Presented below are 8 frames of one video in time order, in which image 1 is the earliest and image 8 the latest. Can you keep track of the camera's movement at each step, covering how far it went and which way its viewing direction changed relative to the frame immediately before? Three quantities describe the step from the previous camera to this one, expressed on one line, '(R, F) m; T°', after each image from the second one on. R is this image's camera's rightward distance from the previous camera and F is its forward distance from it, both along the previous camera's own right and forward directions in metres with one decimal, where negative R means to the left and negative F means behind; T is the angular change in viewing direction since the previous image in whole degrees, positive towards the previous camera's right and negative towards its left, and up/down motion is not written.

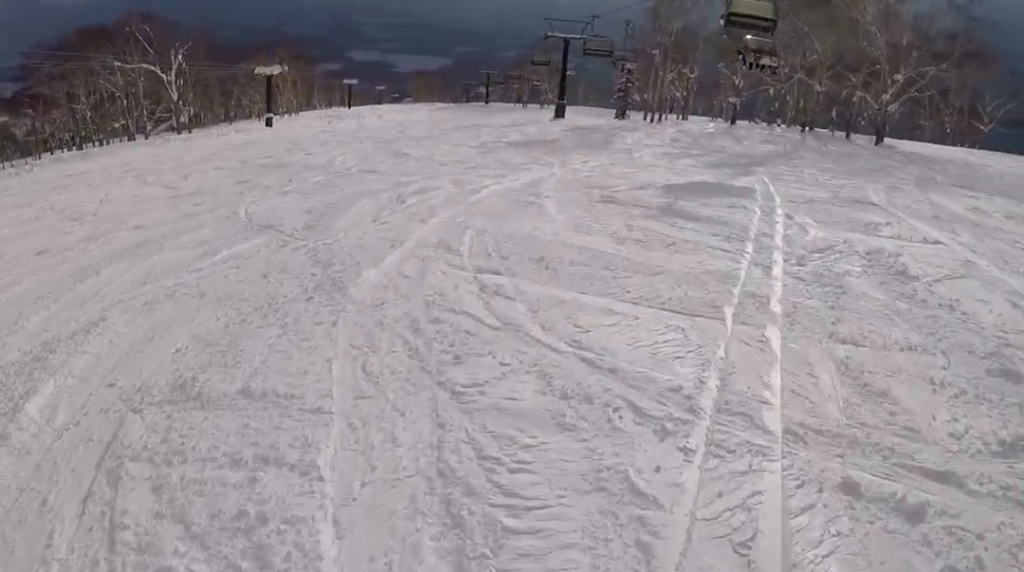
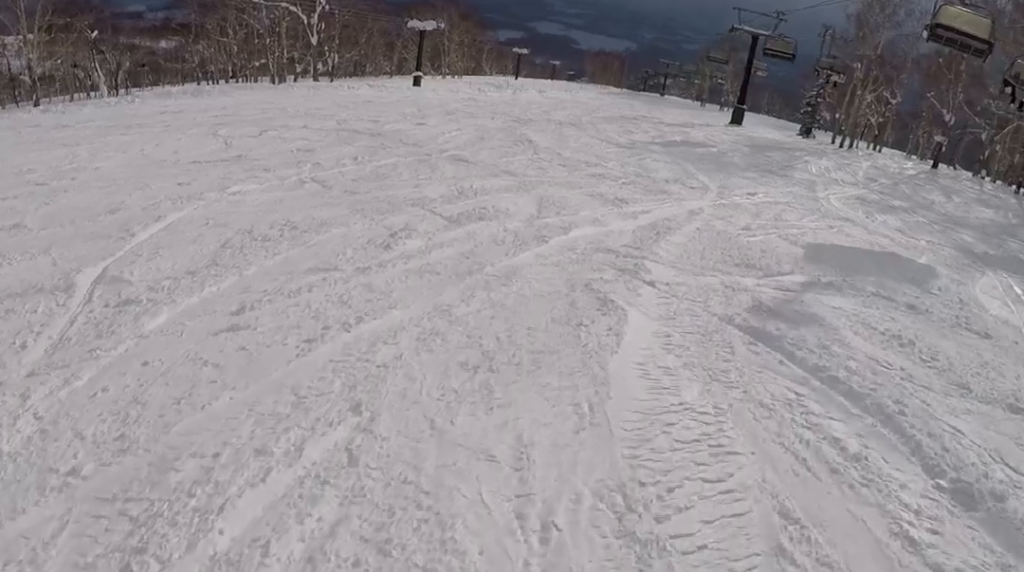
(-0.4, +6.6) m; -5°
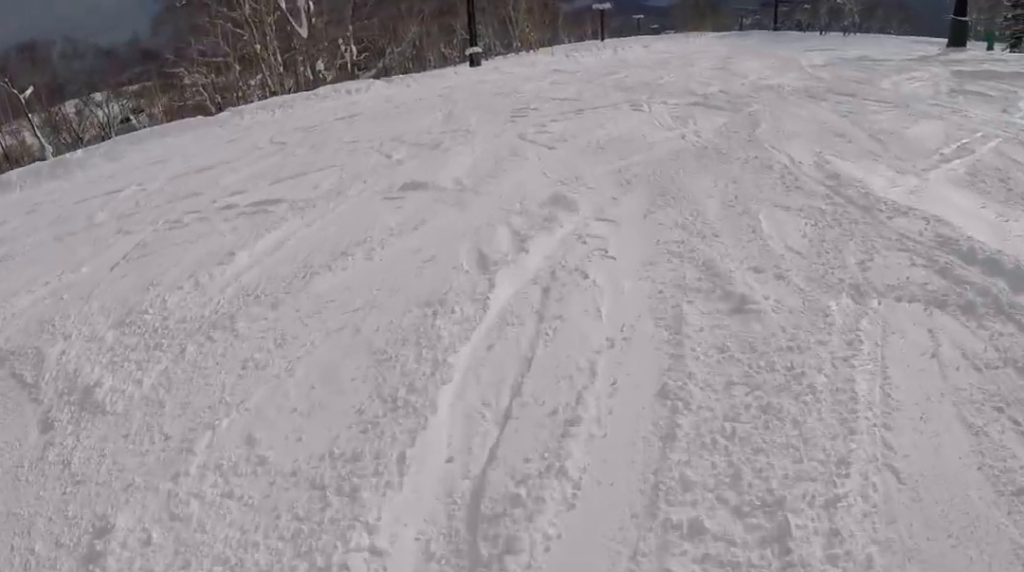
(-2.4, +21.6) m; -5°
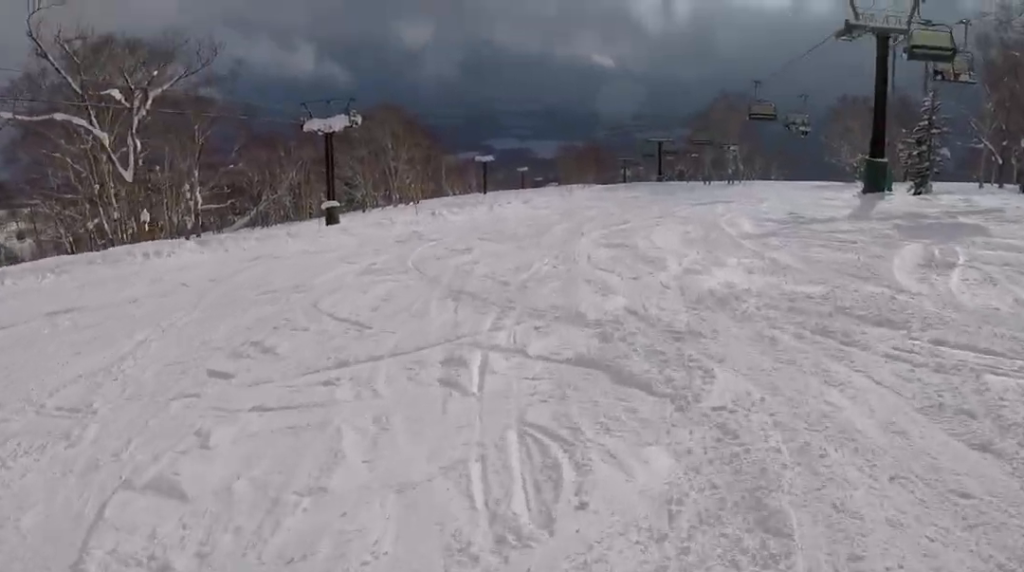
(+0.2, +7.3) m; +9°
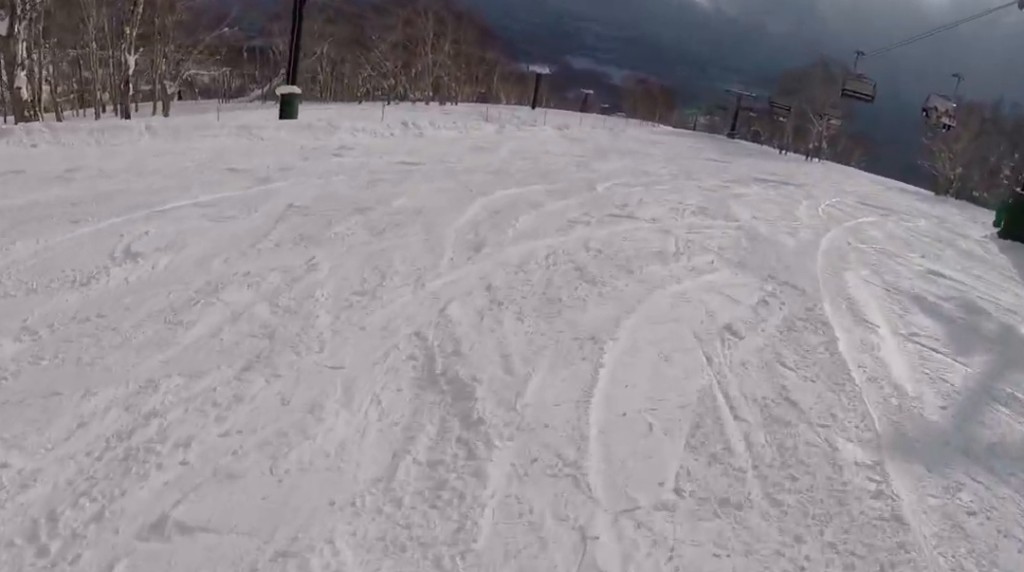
(+1.4, +10.4) m; +3°
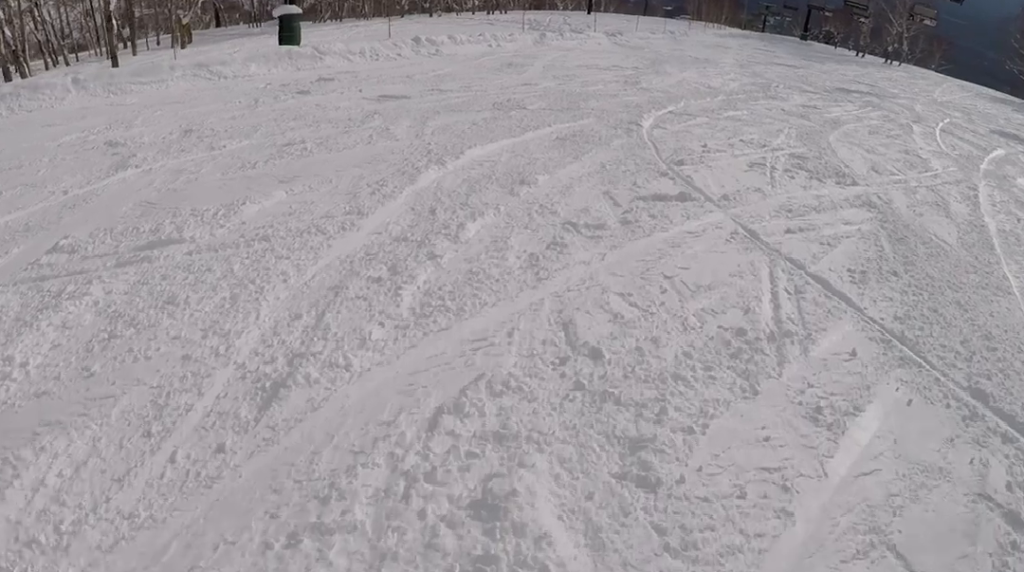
(+0.2, +4.7) m; -5°
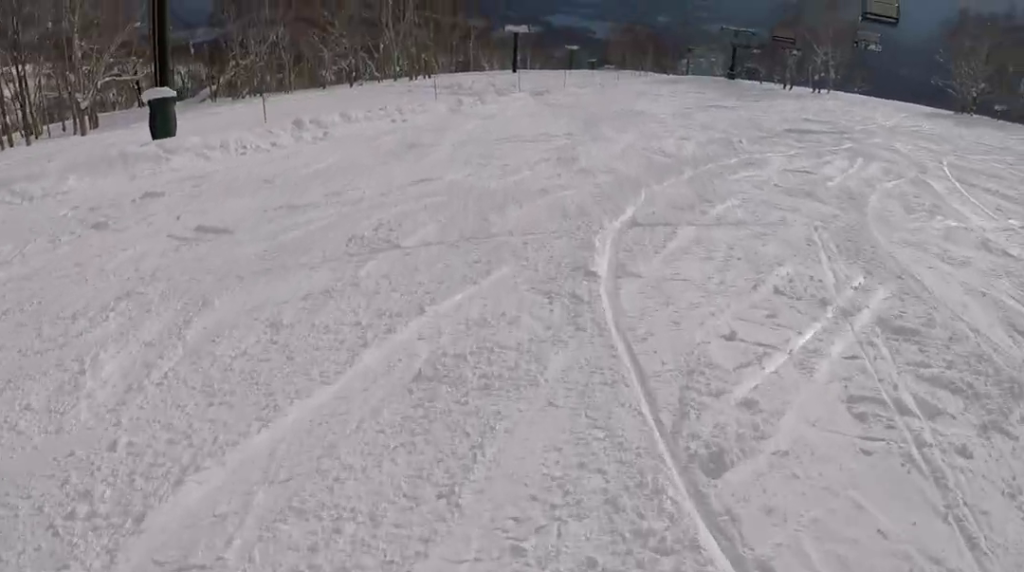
(-0.9, +5.3) m; +1°
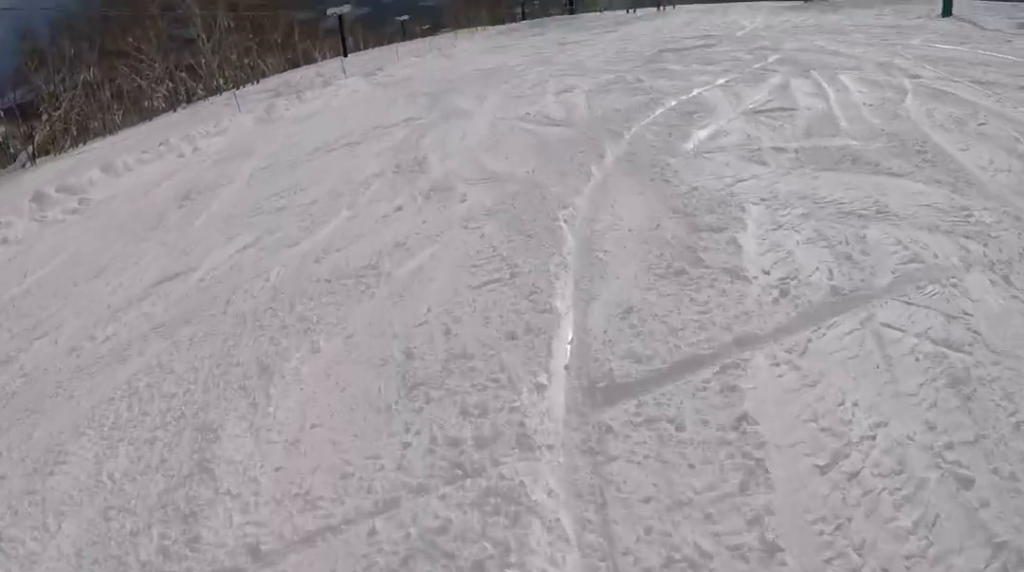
(+0.1, +5.3) m; +4°
